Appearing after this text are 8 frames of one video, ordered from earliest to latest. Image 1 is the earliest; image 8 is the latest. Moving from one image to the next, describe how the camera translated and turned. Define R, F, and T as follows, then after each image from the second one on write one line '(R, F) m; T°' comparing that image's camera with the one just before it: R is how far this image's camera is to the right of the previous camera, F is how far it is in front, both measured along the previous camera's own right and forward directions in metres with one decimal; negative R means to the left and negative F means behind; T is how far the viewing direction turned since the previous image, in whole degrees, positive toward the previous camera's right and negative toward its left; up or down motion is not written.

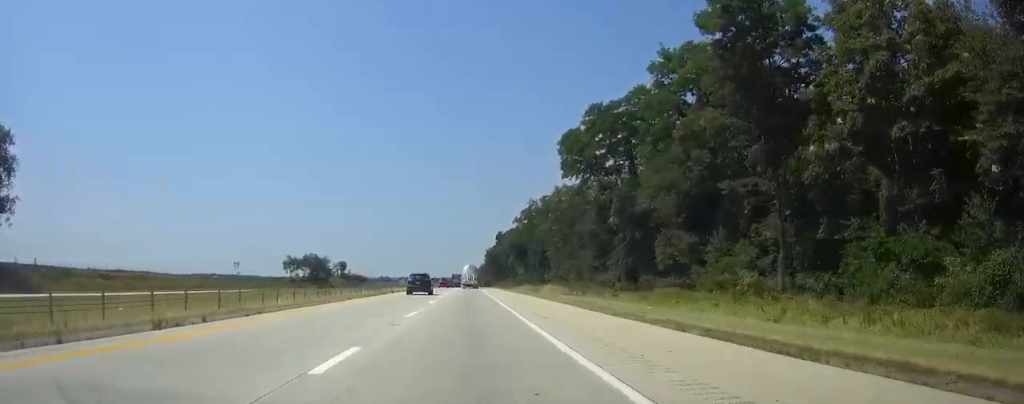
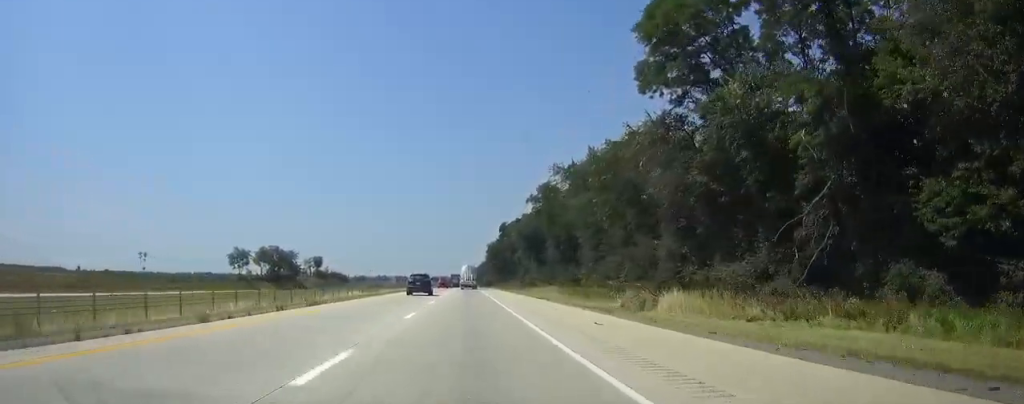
(-0.2, +37.3) m; -1°
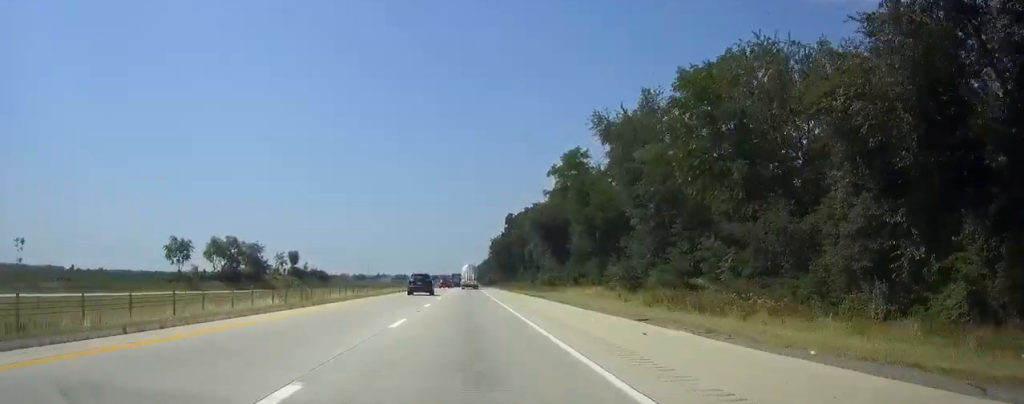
(-0.1, +28.4) m; 0°
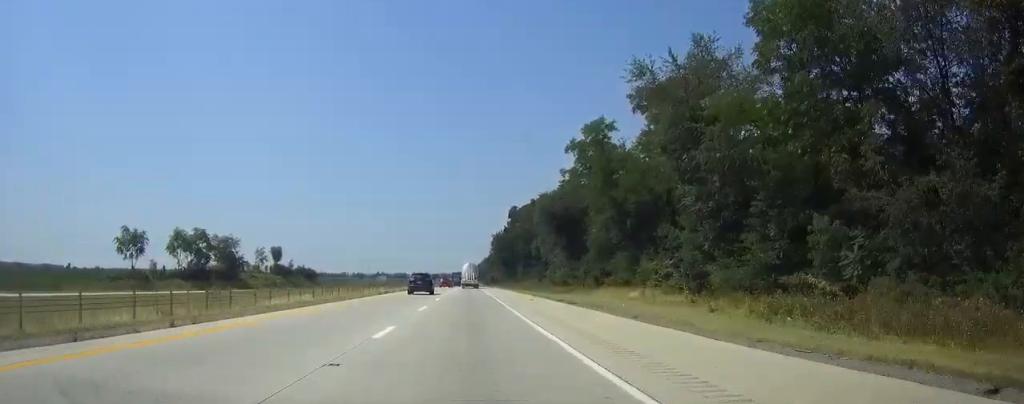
(0.0, +15.3) m; 0°
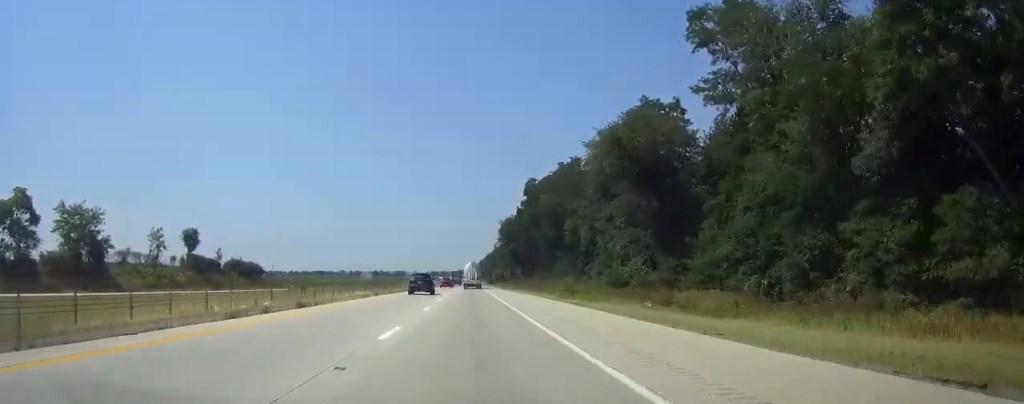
(-0.1, +49.2) m; 0°
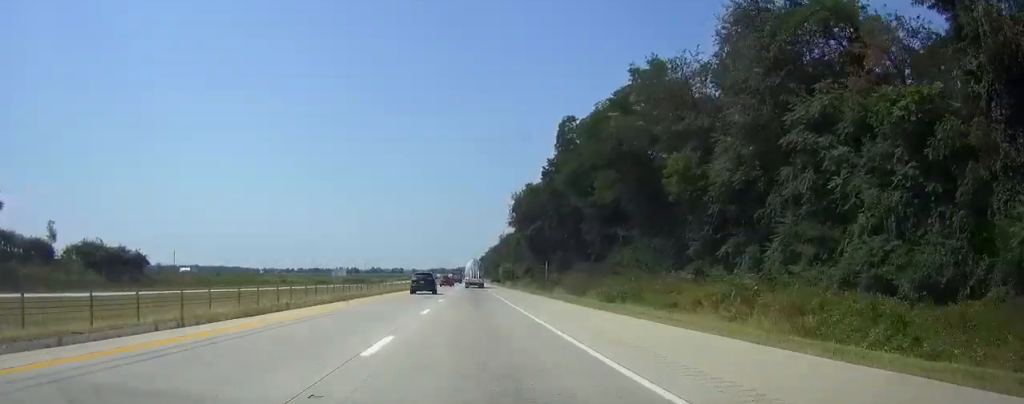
(+0.2, +51.2) m; 0°
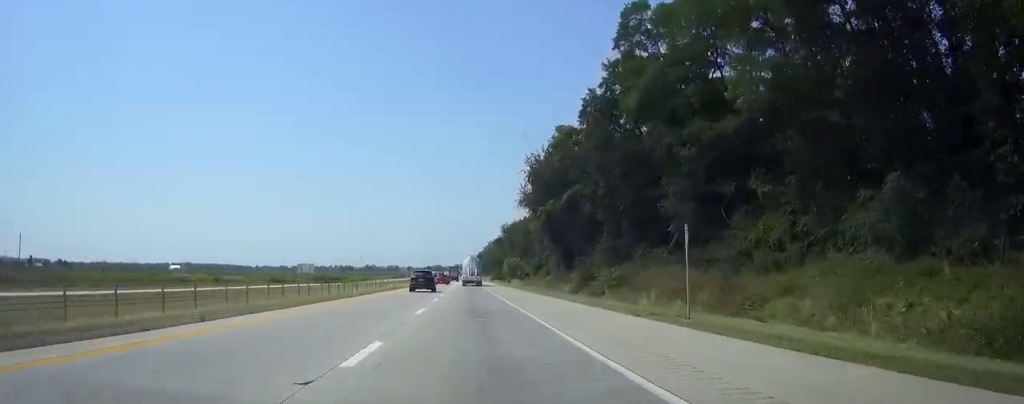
(+0.1, +37.7) m; 0°
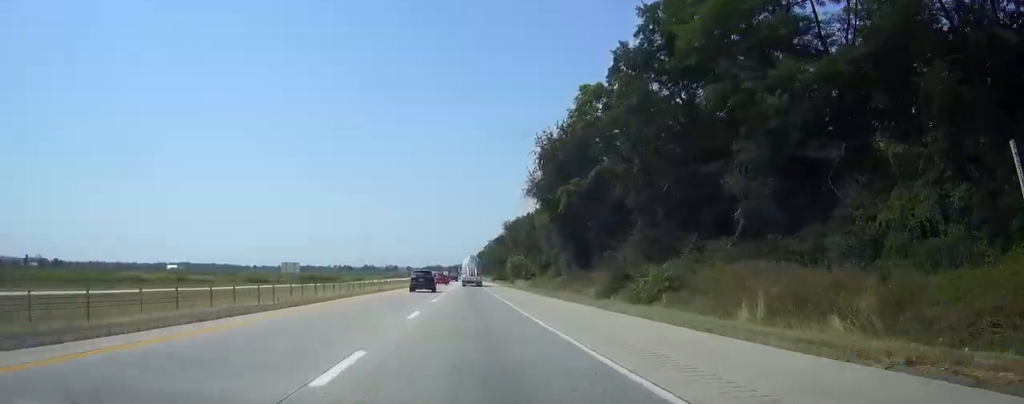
(0.0, +14.0) m; 0°
